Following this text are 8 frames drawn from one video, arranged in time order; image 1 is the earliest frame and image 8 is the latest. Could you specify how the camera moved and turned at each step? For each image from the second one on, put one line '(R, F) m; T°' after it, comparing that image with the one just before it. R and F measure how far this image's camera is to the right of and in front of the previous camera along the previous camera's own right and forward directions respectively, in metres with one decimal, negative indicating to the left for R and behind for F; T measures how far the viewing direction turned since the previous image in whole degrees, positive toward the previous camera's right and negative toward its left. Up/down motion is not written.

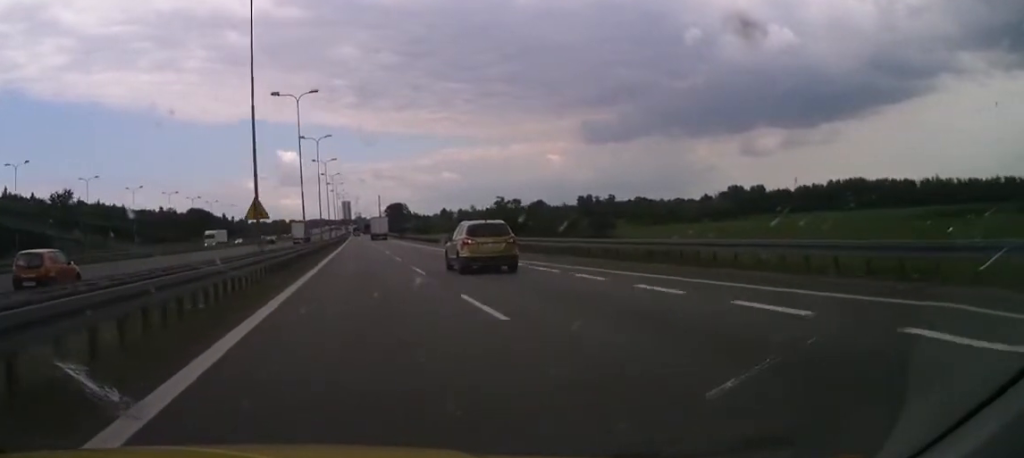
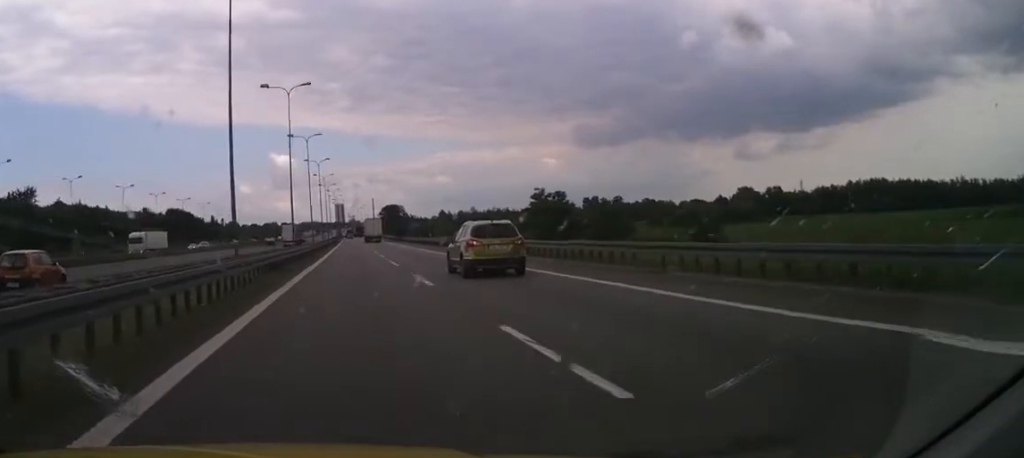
(-0.2, +28.9) m; 0°
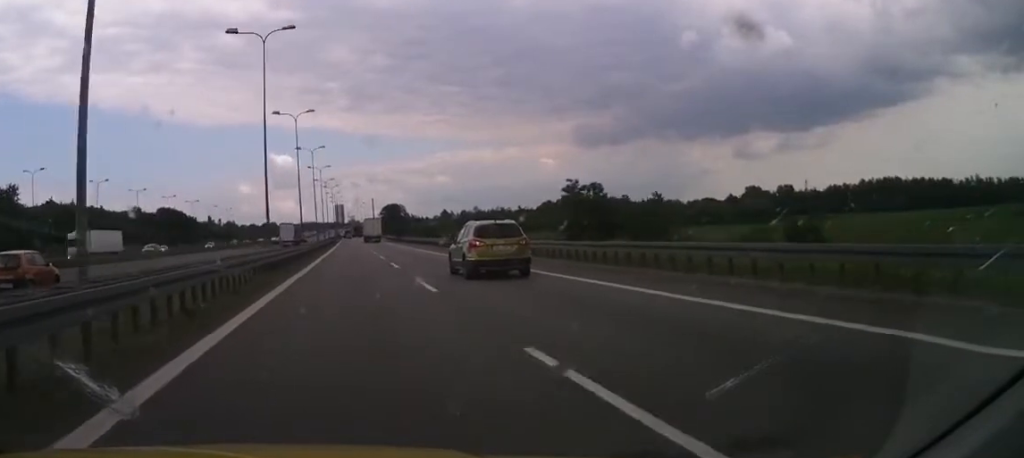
(-0.2, +14.0) m; 0°
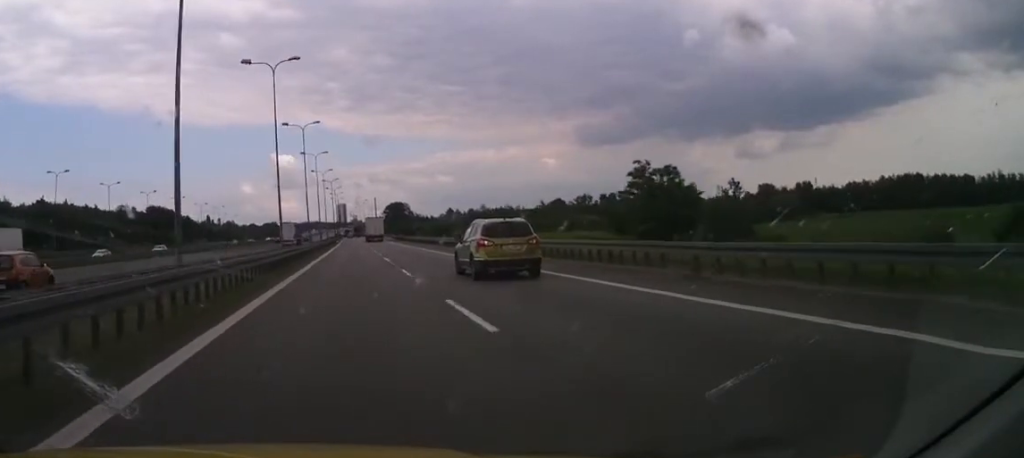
(+0.6, +18.6) m; +1°
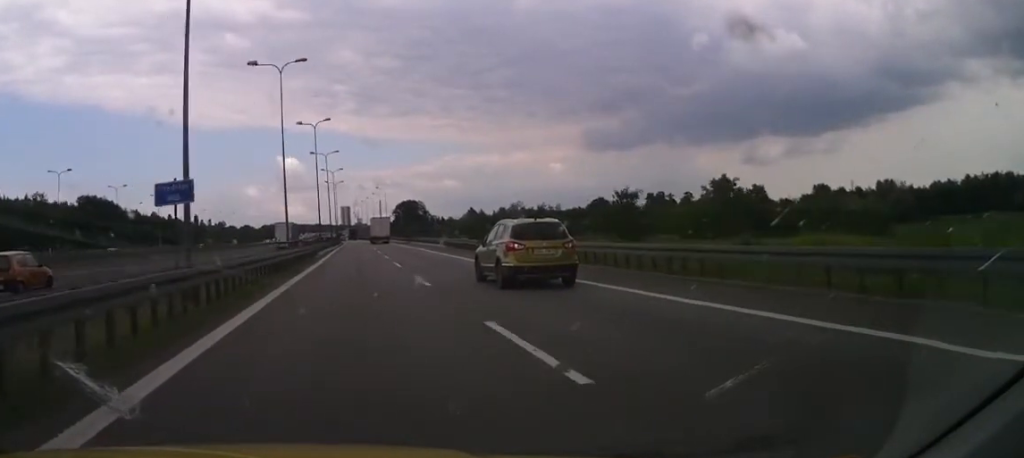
(+0.1, +76.0) m; 0°
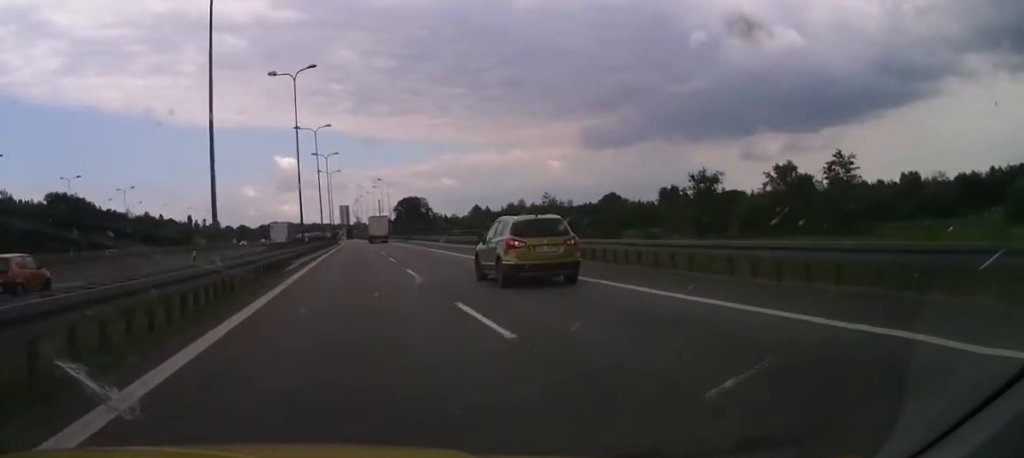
(-0.1, +21.6) m; 0°
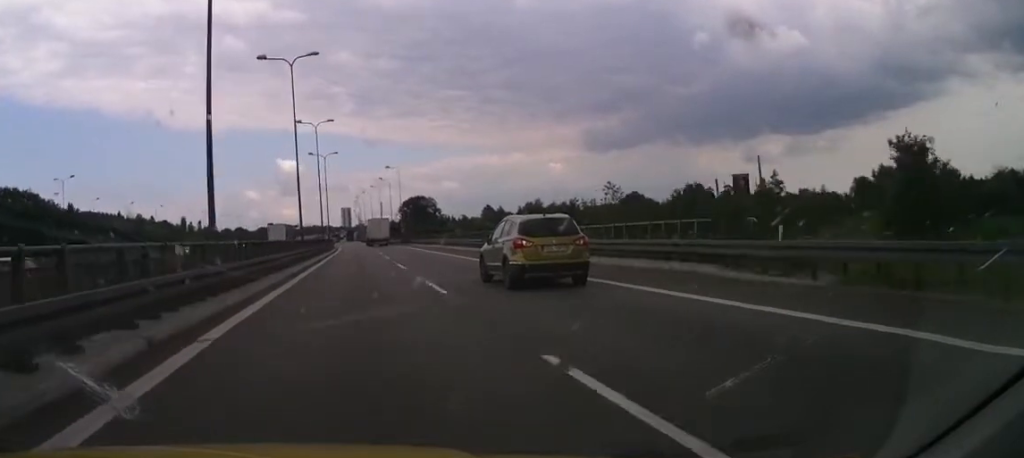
(0.0, +29.6) m; 0°
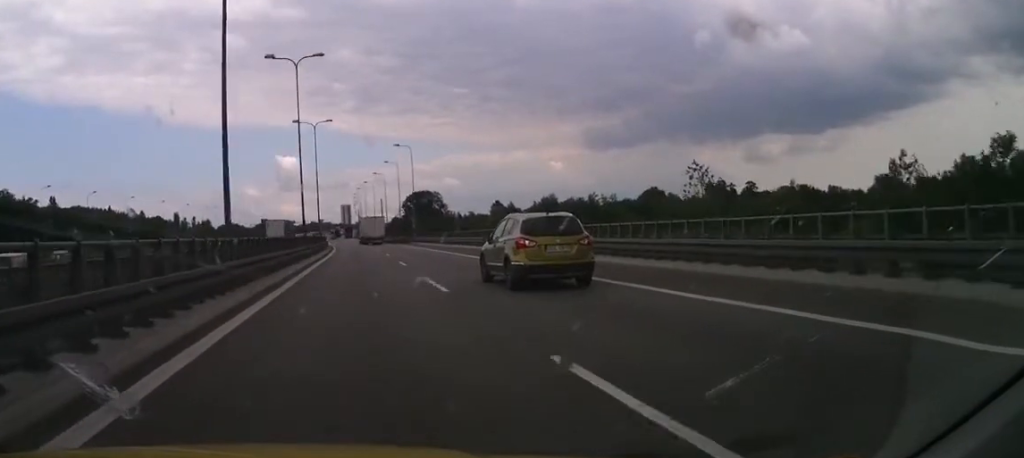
(-0.1, +24.1) m; 0°
